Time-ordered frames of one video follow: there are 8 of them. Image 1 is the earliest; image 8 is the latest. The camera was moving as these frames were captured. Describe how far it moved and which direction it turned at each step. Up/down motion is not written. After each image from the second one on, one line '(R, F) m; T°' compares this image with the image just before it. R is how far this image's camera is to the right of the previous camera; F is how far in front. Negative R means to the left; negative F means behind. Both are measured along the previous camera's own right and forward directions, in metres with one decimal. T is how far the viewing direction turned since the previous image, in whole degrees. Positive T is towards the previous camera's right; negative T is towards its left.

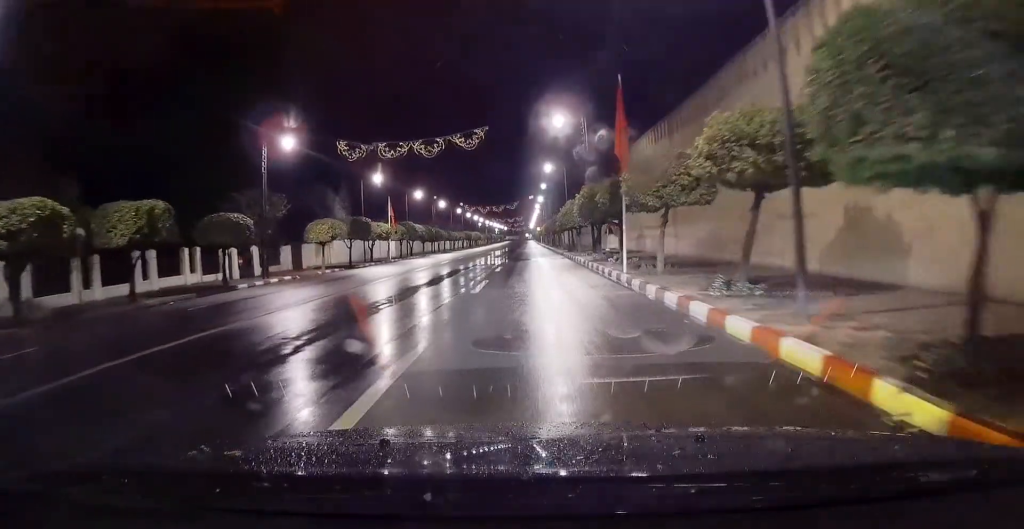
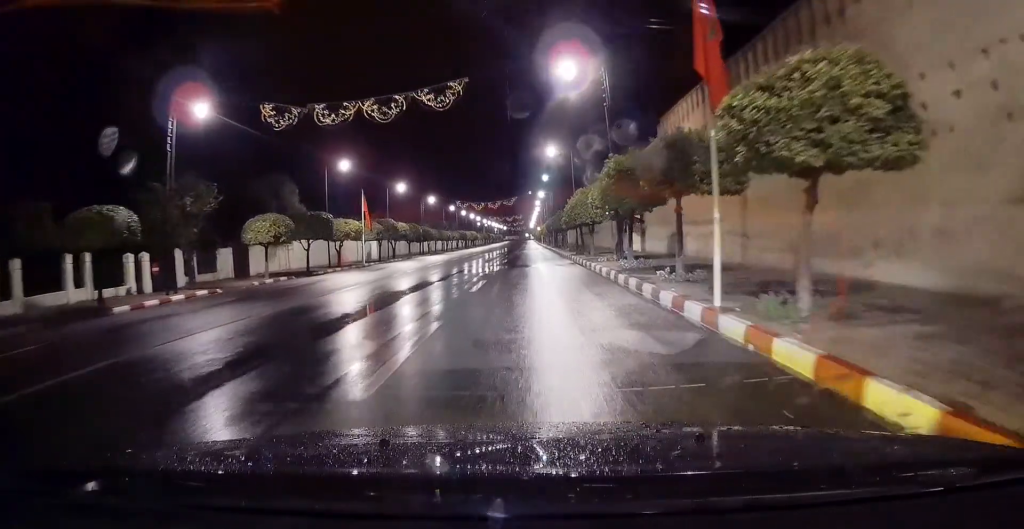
(+0.2, +10.9) m; 0°
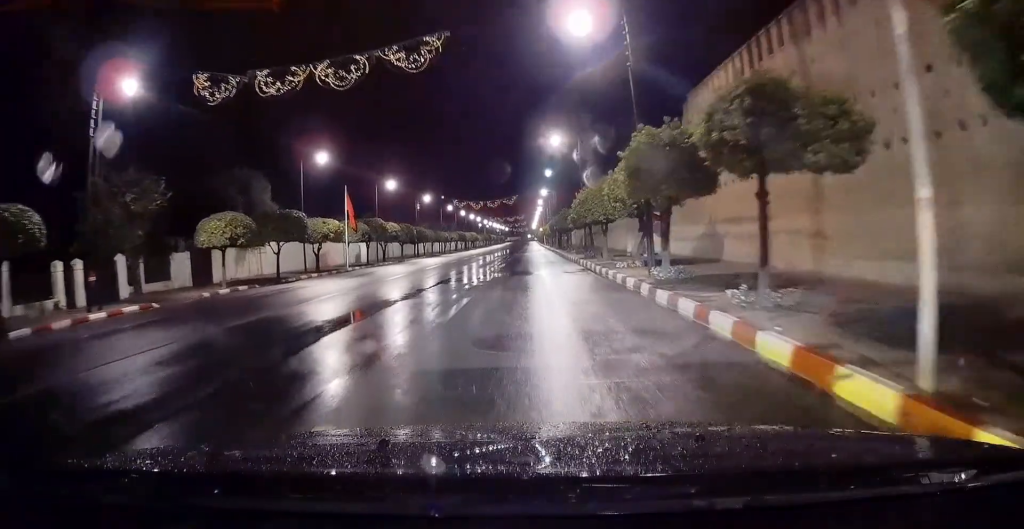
(-0.1, +6.0) m; -1°
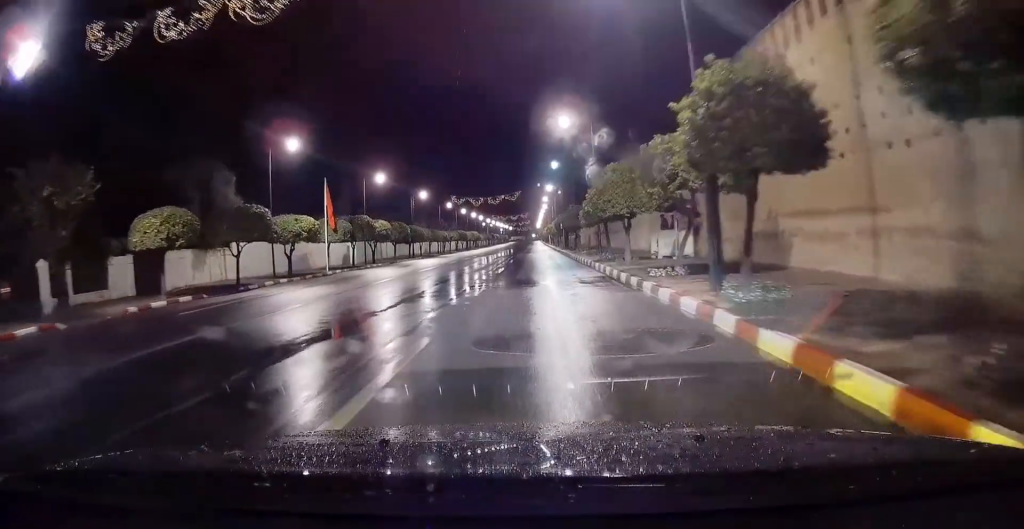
(0.0, +6.3) m; 0°
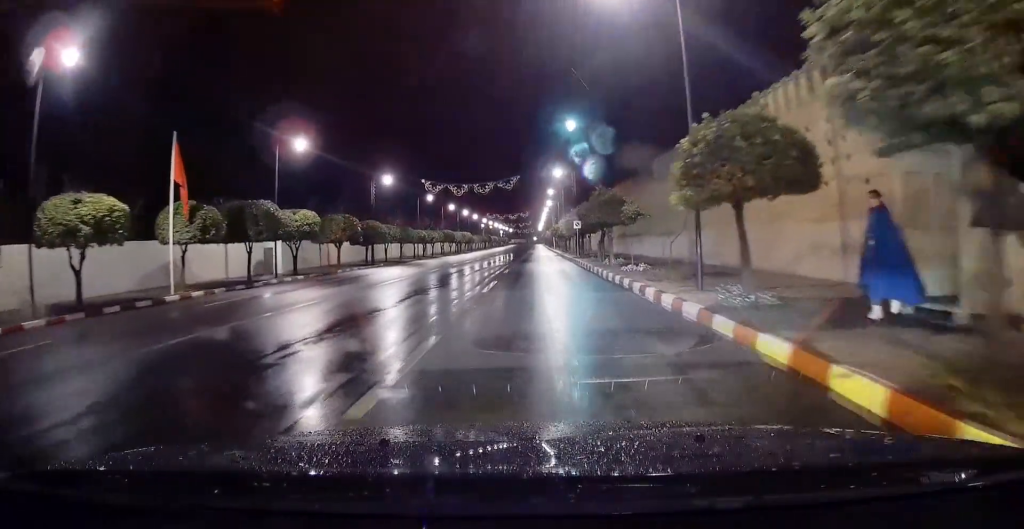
(+0.5, +21.3) m; +2°
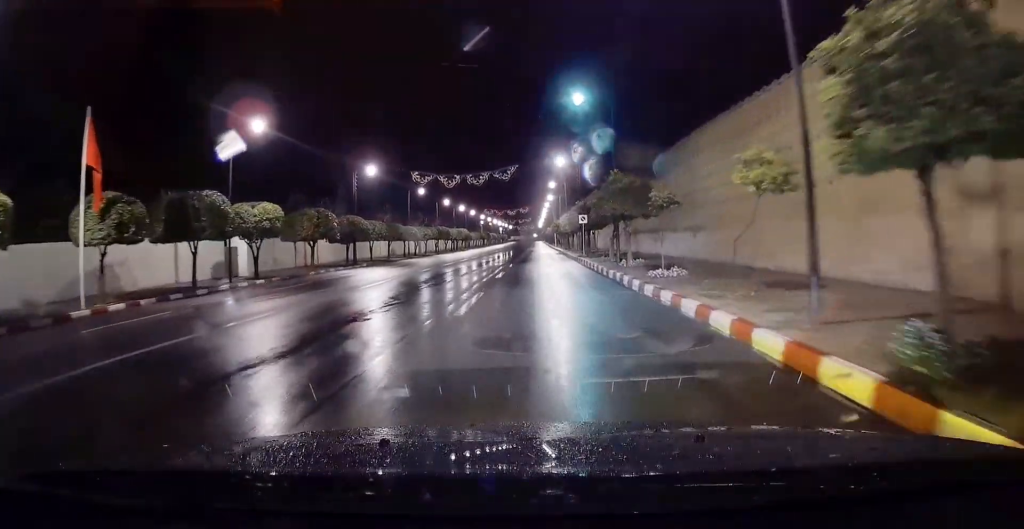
(+0.1, +6.1) m; -1°
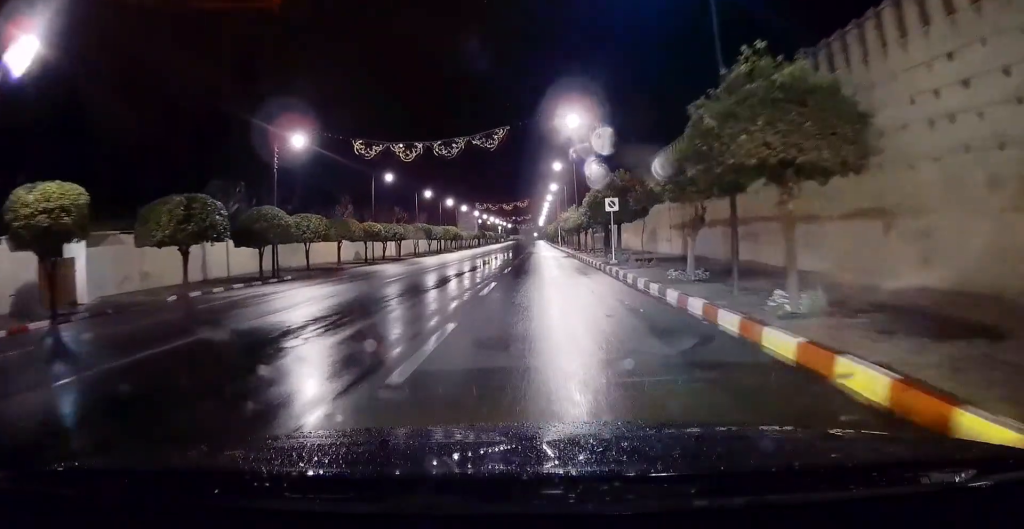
(-0.6, +16.9) m; -3°
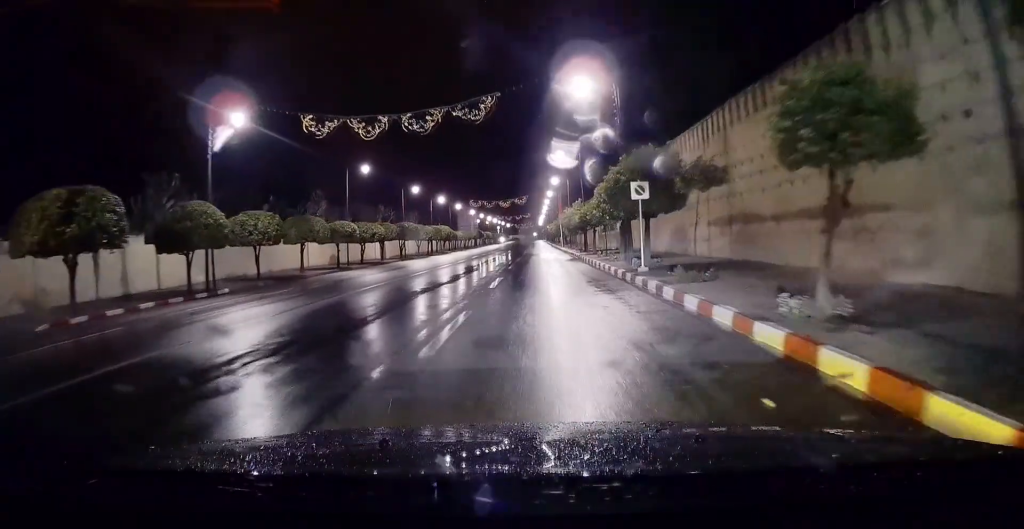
(-0.1, +8.0) m; -1°
